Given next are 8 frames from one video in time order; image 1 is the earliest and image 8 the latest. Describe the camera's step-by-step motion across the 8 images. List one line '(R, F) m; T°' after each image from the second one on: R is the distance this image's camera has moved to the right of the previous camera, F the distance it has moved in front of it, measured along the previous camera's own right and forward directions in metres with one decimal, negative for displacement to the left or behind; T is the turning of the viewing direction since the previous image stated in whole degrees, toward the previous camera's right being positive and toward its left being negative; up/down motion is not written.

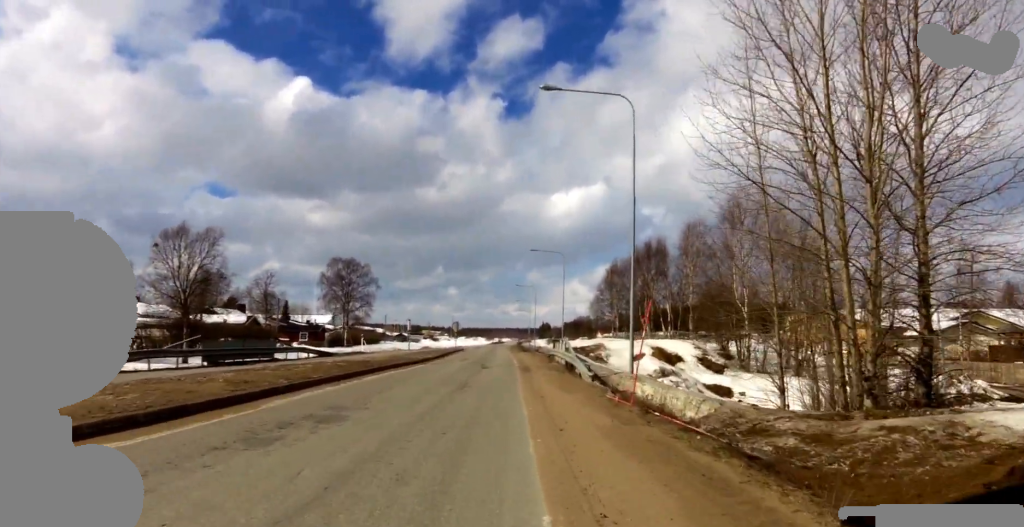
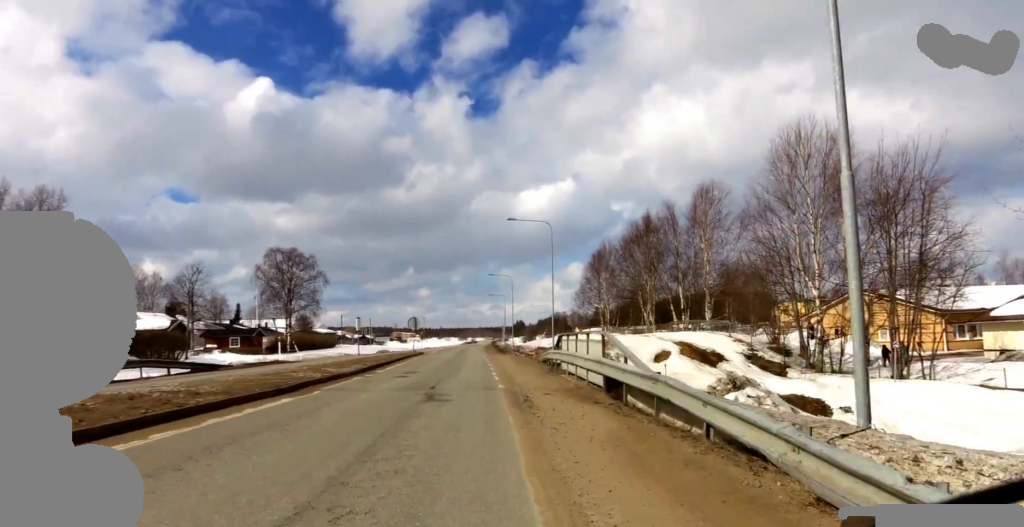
(-0.2, +13.6) m; -1°
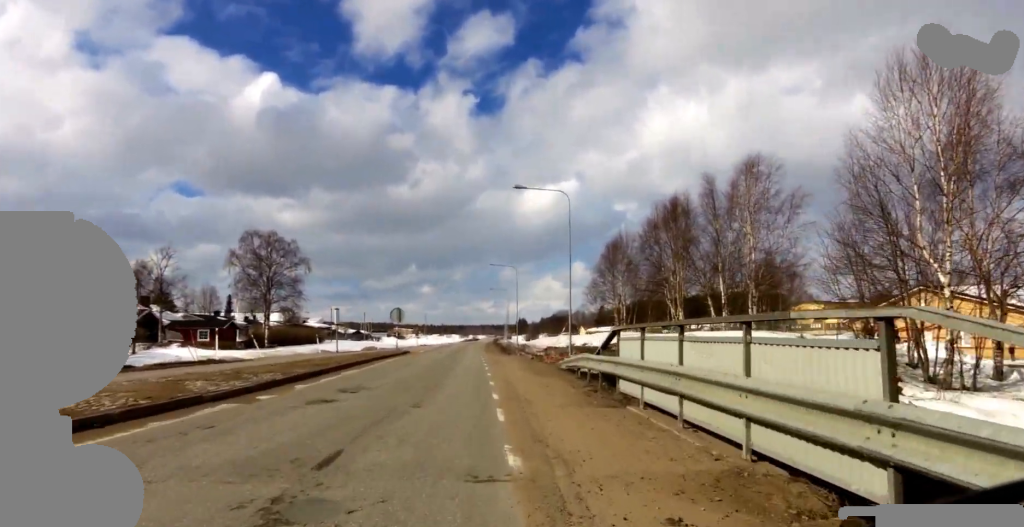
(-0.5, +8.8) m; +1°
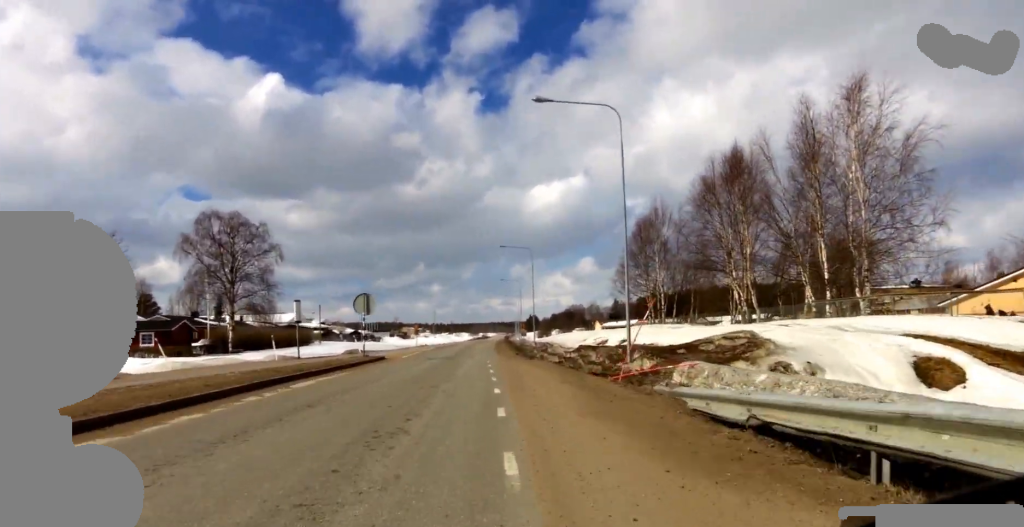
(+1.0, +12.2) m; +1°
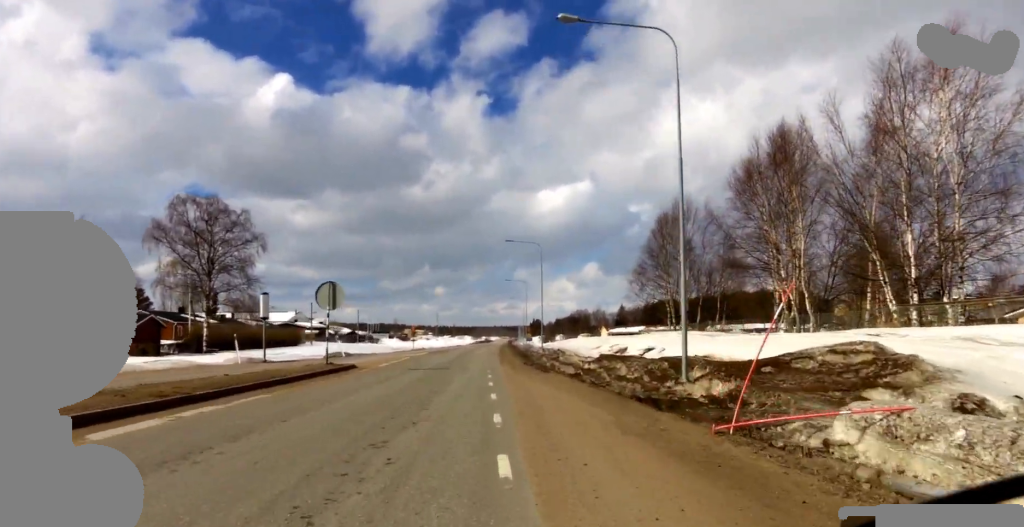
(-1.1, +5.9) m; 0°
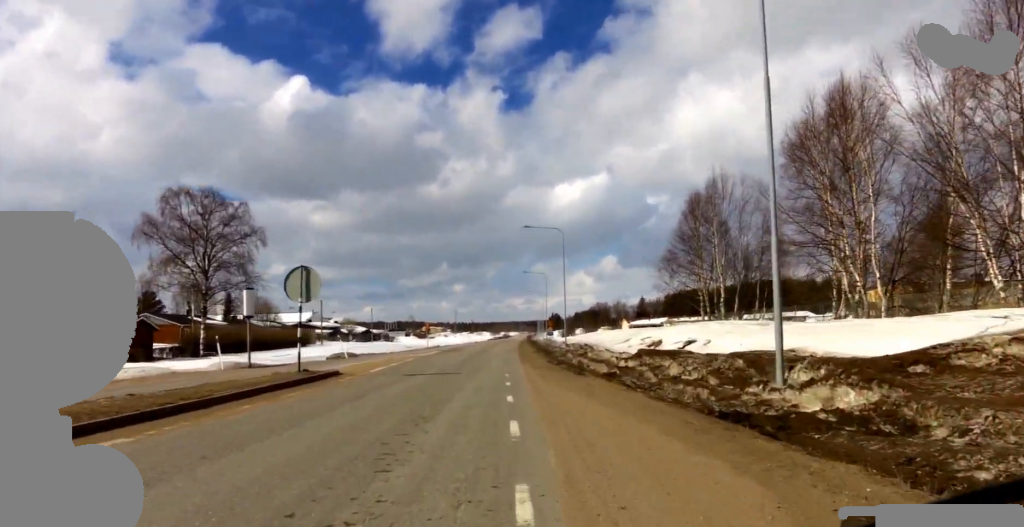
(+0.5, +4.3) m; 0°
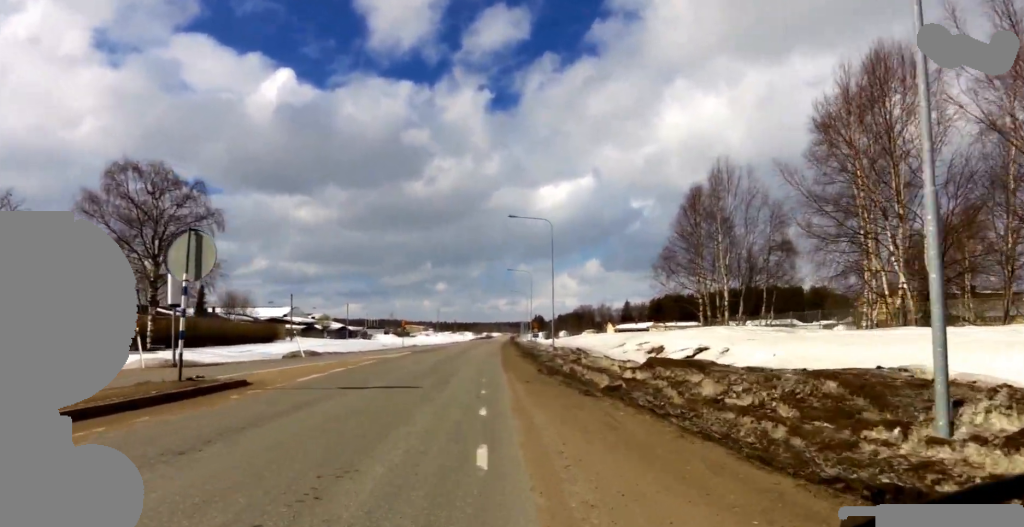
(+0.9, +4.6) m; 0°
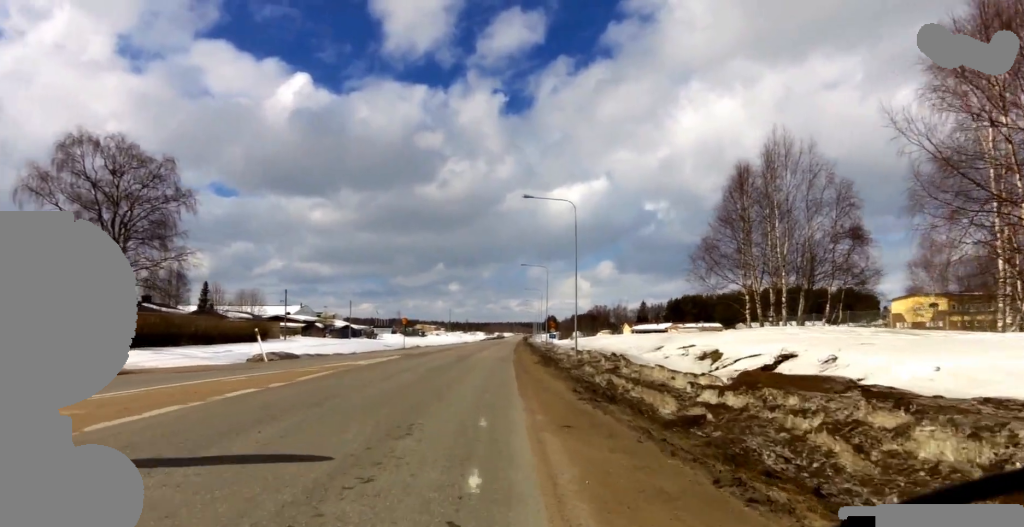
(-1.3, +6.7) m; 0°
